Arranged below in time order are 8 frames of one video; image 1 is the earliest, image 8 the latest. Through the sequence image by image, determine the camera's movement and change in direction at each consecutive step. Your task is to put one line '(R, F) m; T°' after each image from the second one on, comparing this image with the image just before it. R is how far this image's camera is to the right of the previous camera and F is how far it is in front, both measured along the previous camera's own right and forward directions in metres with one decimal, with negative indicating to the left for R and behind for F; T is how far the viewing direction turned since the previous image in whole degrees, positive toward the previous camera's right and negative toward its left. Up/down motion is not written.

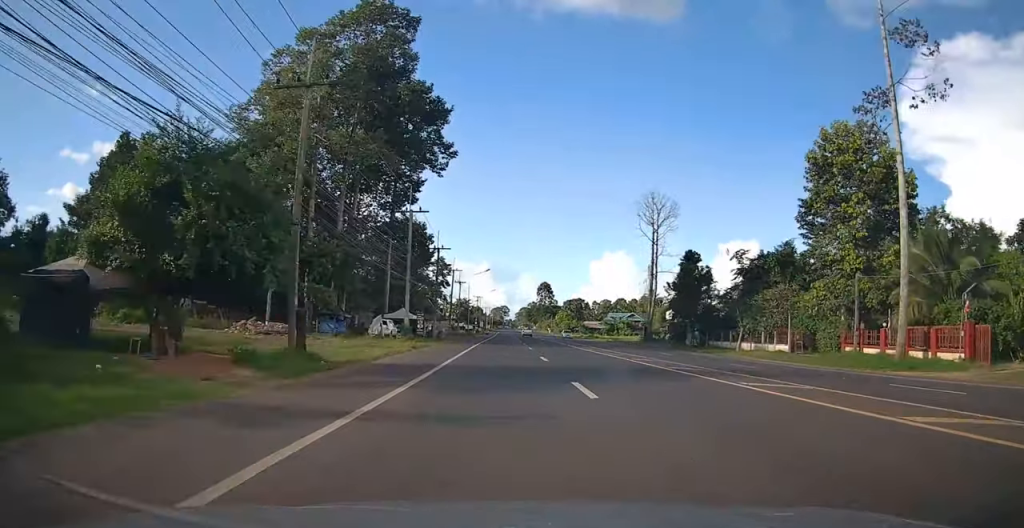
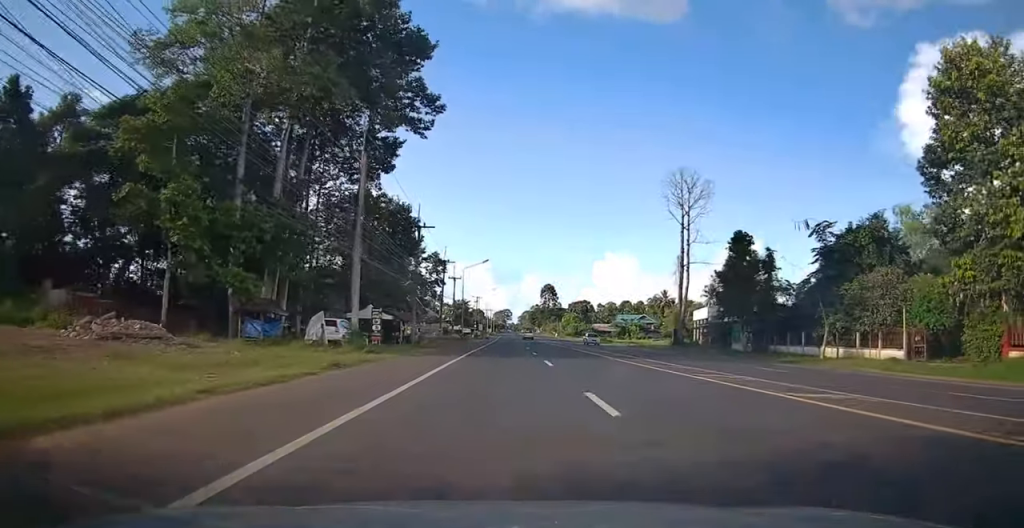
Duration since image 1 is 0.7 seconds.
(0.0, +14.3) m; 0°
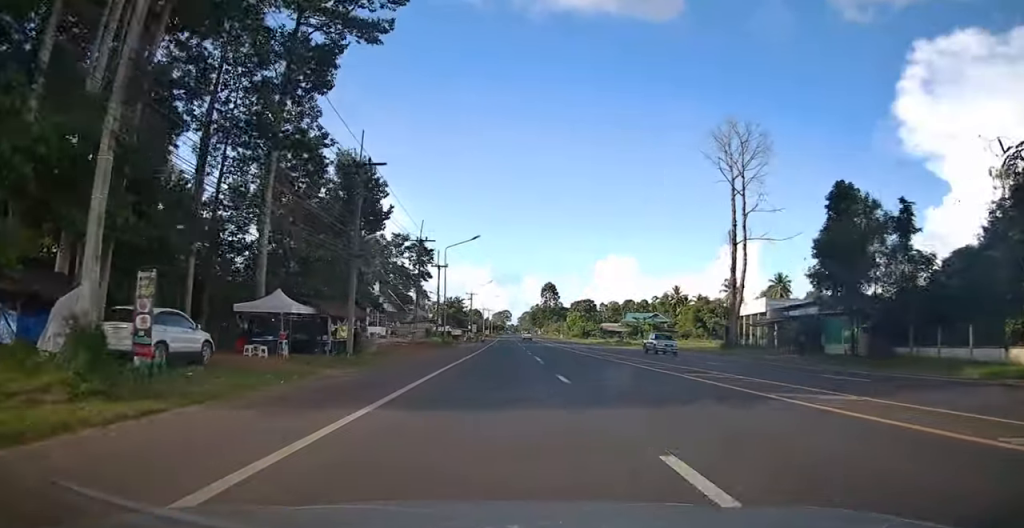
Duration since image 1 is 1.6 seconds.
(+0.1, +17.9) m; -1°
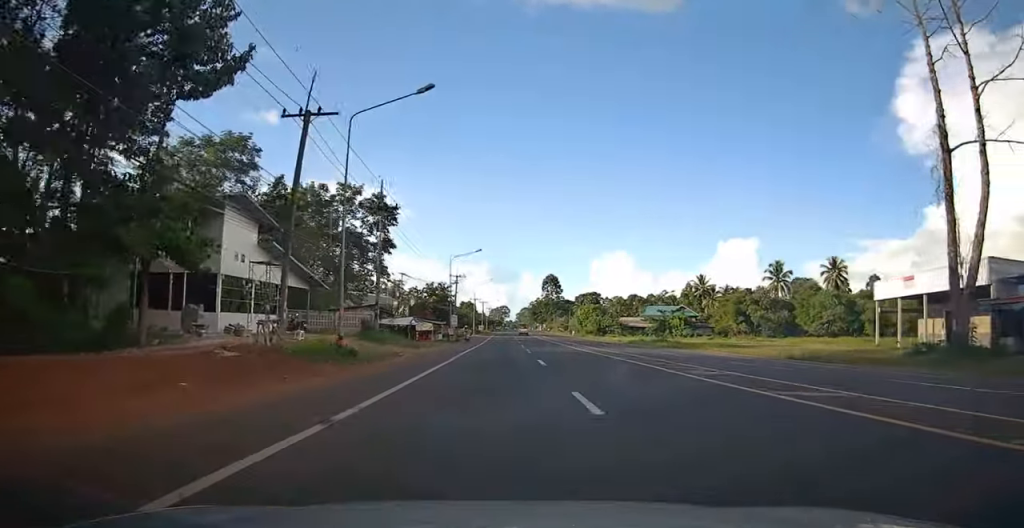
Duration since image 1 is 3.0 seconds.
(-0.6, +30.0) m; -1°
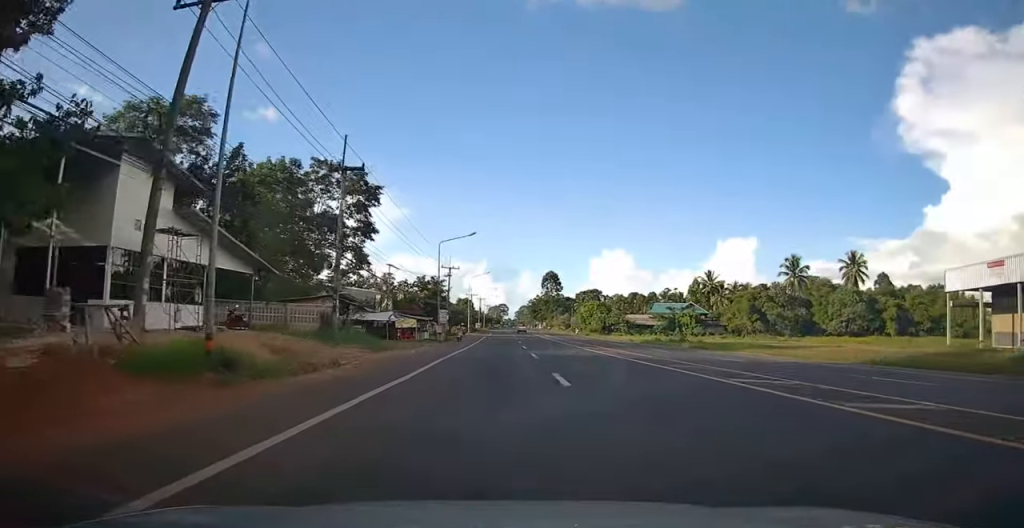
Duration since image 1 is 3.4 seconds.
(-0.1, +8.7) m; +1°
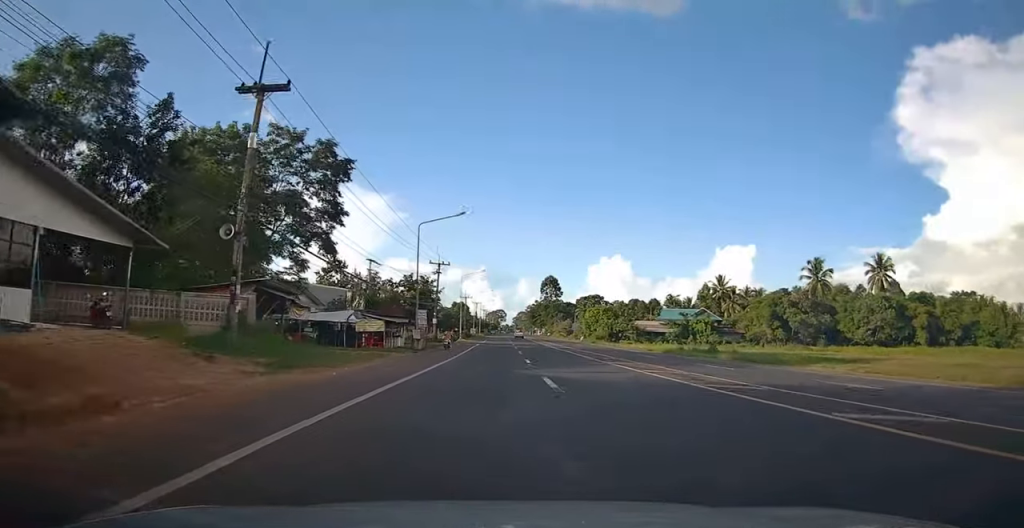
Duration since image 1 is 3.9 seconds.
(+0.2, +10.8) m; +1°
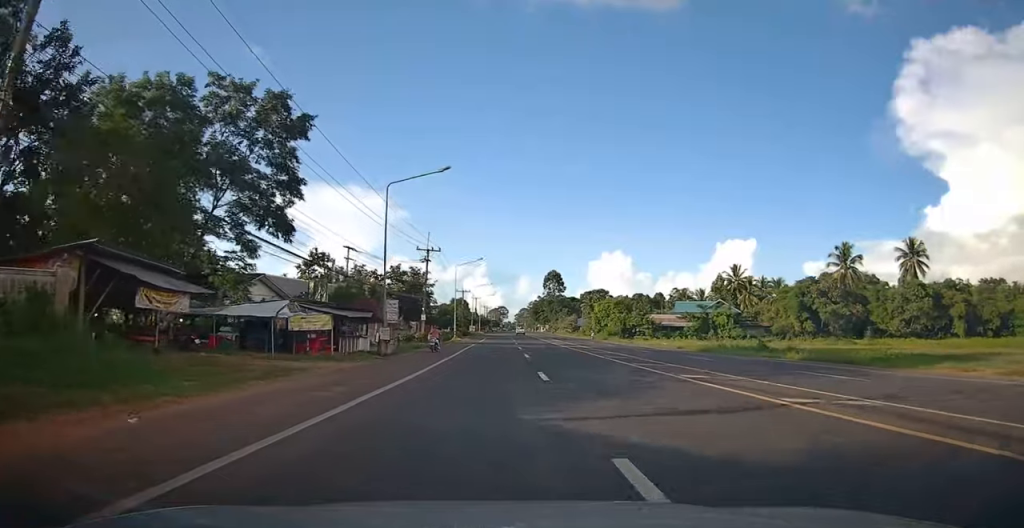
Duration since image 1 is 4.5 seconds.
(+0.1, +10.5) m; +1°
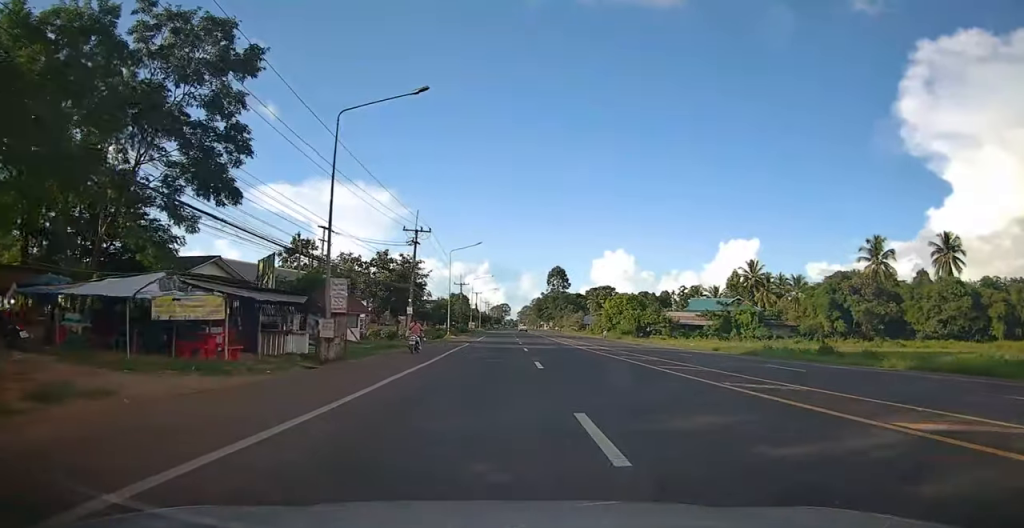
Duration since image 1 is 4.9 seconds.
(0.0, +9.4) m; 0°
